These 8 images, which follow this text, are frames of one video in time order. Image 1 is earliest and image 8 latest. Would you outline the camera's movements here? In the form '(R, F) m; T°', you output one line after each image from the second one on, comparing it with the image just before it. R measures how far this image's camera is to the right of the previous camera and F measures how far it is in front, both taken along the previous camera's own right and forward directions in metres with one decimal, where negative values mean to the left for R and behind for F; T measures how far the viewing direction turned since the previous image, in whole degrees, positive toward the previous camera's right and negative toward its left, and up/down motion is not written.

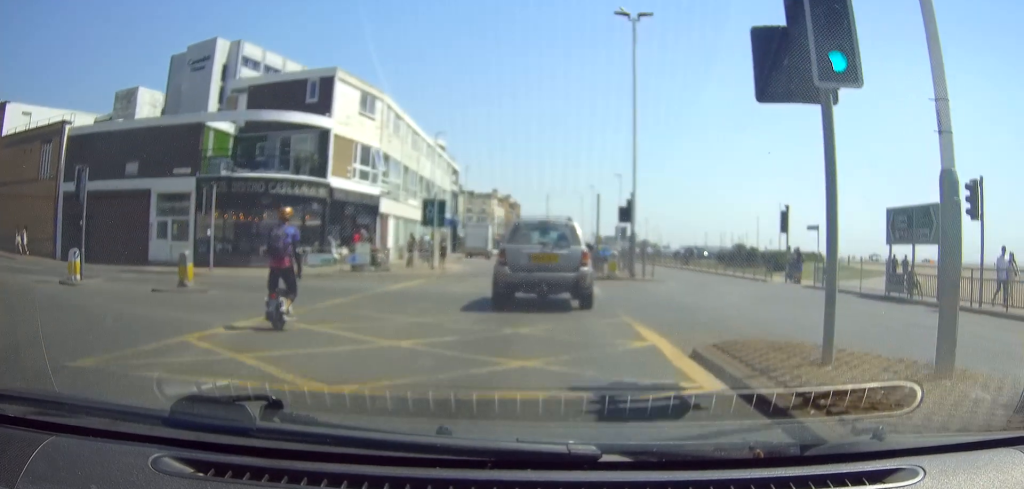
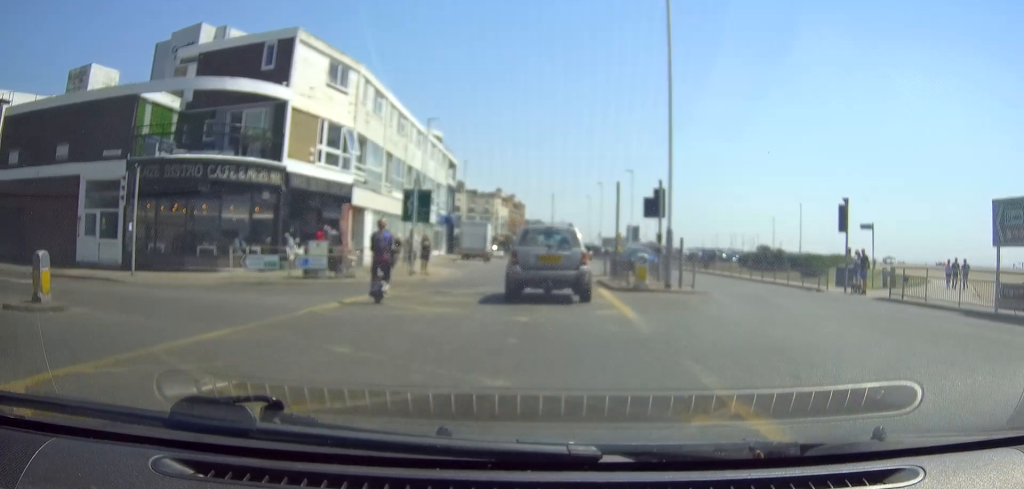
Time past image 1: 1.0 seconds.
(0.0, +6.9) m; 0°
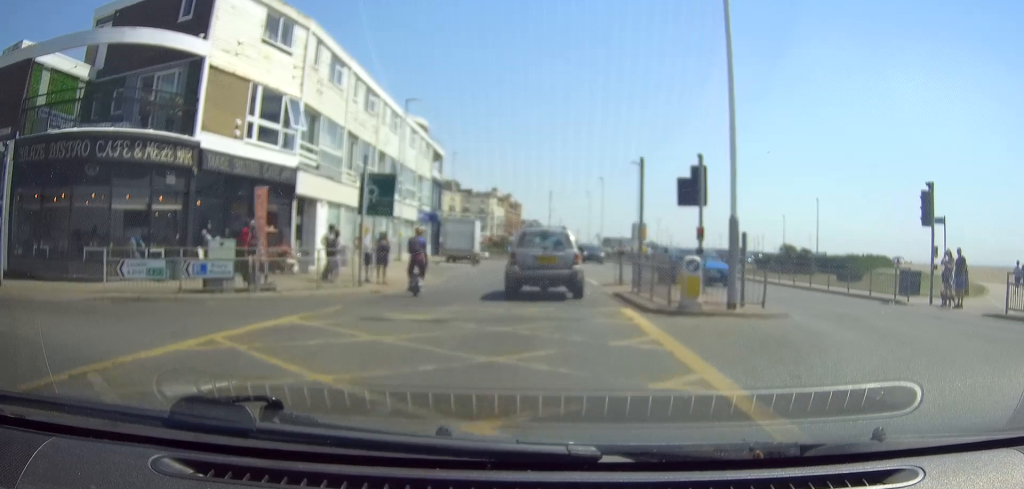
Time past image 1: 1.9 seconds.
(0.0, +7.2) m; 0°
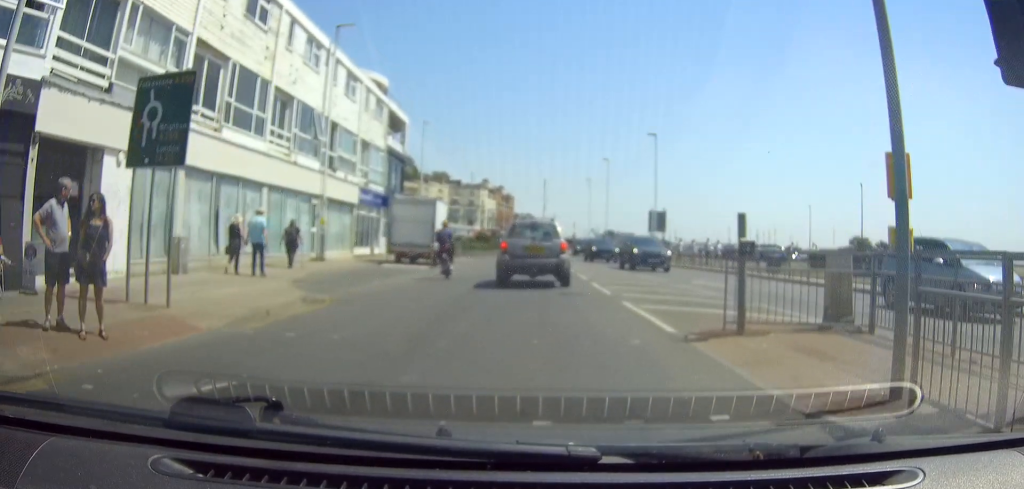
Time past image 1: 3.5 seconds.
(0.0, +14.5) m; +1°
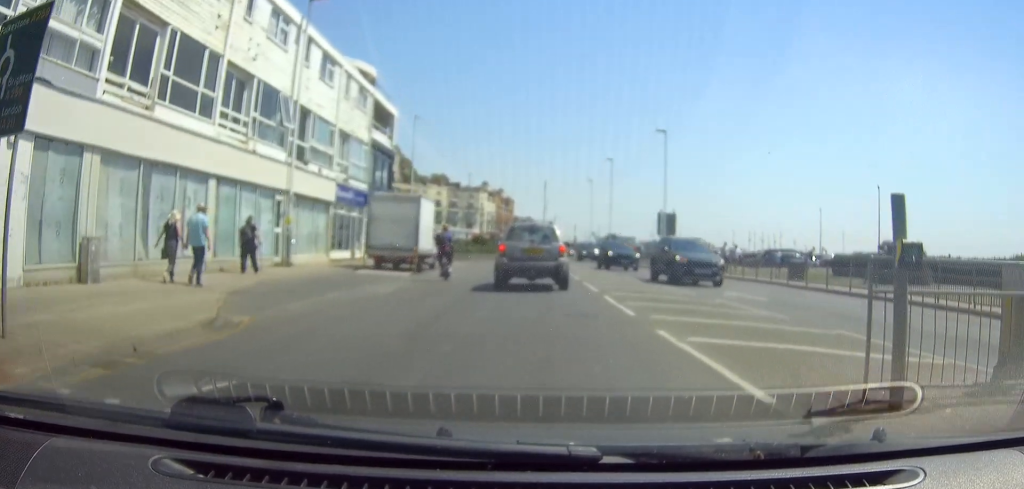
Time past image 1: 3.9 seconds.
(+0.1, +4.0) m; 0°
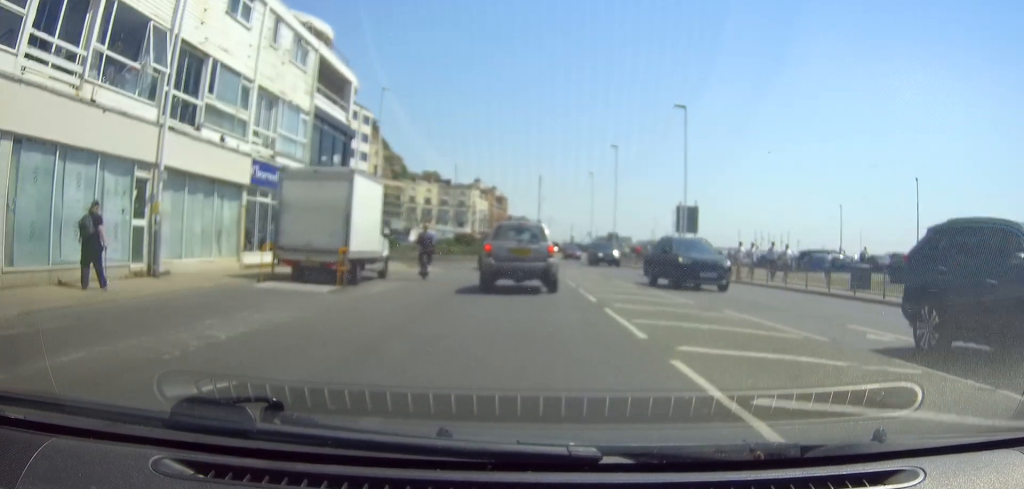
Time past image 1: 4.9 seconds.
(+0.1, +8.9) m; +1°
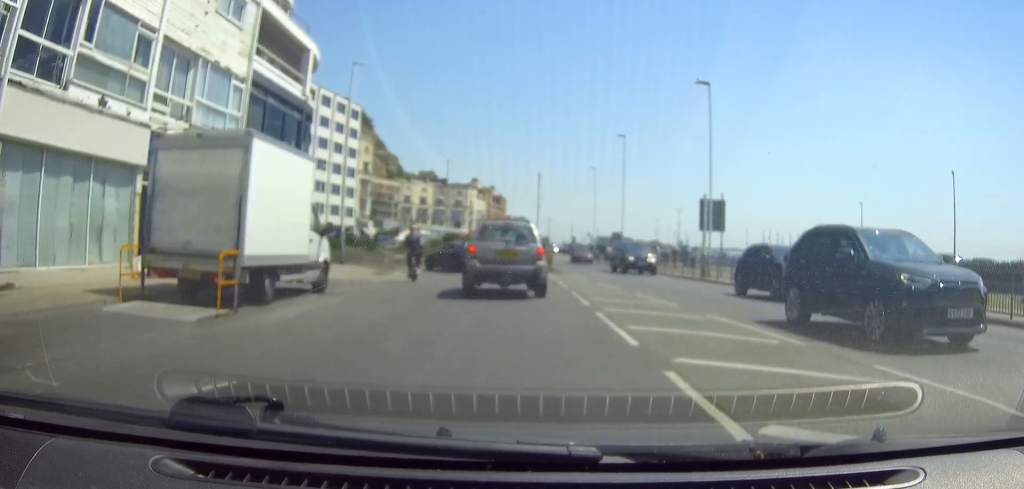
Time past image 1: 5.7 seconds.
(0.0, +6.5) m; 0°
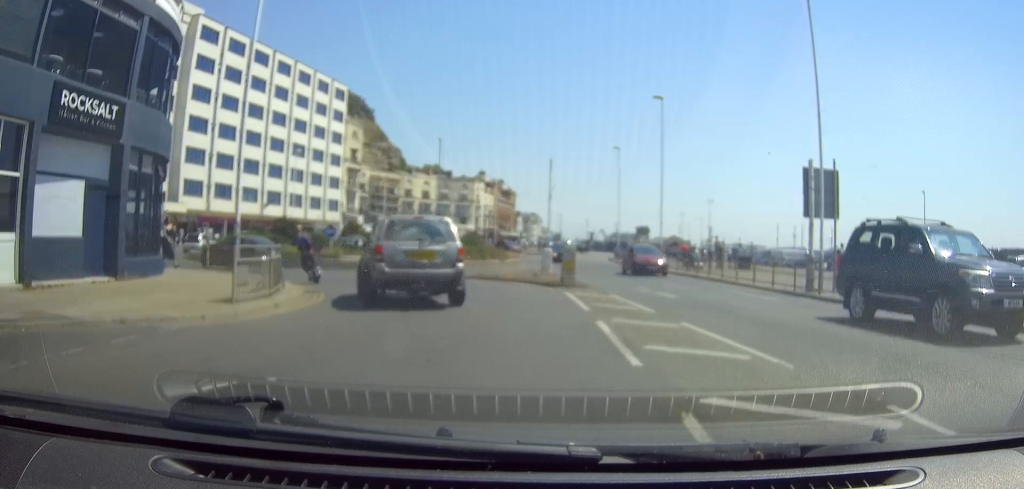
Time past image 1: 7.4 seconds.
(-0.2, +13.4) m; -3°
